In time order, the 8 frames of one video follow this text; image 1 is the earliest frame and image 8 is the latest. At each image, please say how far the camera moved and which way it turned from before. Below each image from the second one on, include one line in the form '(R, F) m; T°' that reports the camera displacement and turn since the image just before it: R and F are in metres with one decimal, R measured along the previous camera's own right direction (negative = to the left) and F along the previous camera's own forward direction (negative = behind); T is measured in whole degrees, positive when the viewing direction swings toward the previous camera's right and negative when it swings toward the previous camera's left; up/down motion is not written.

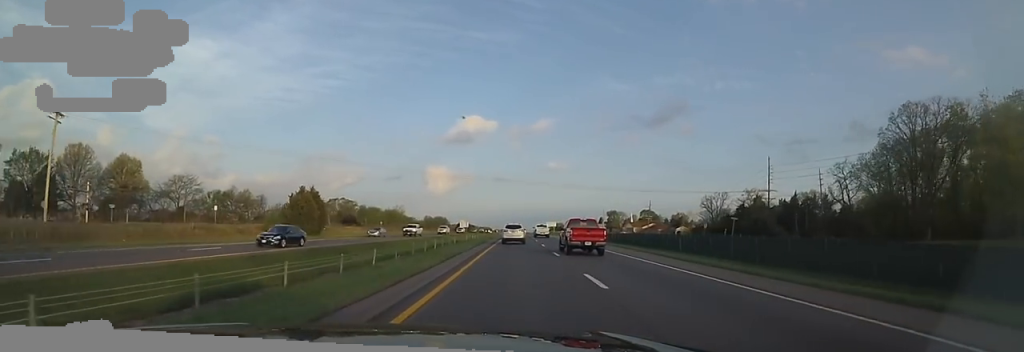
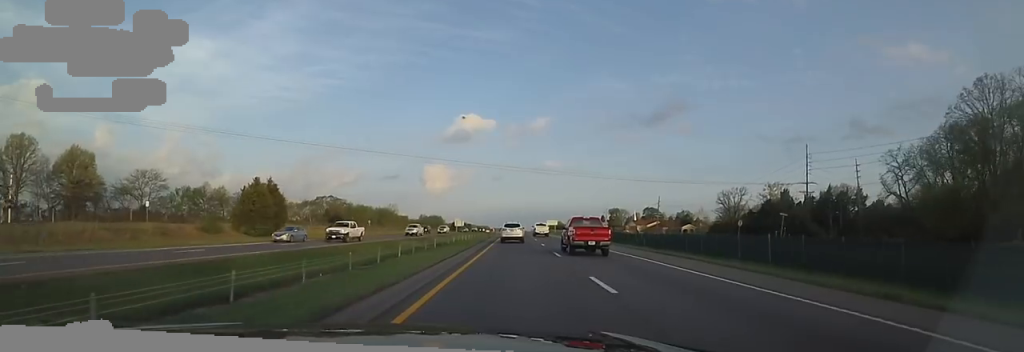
(+0.5, +13.6) m; +1°
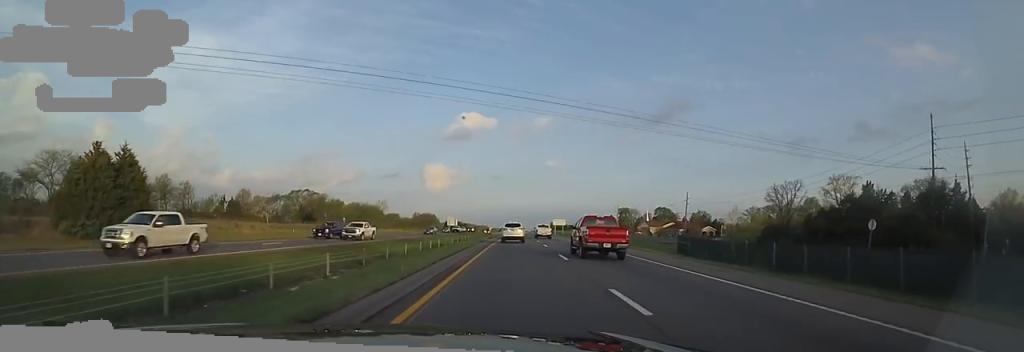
(-0.1, +27.2) m; 0°
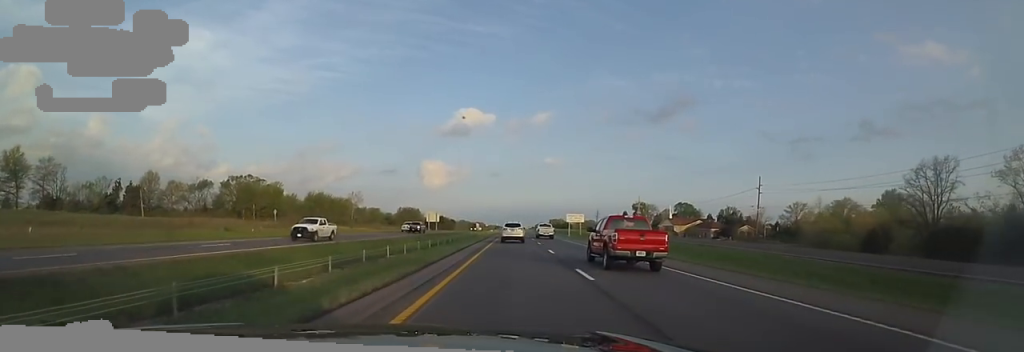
(-0.3, +43.9) m; -3°
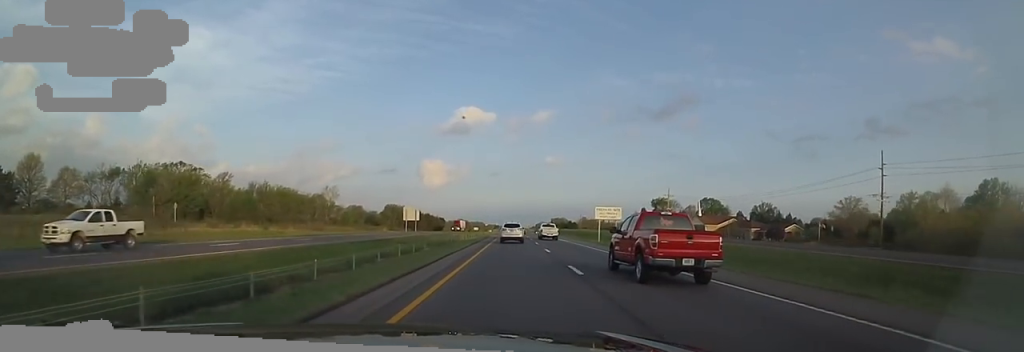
(-0.9, +35.5) m; +1°
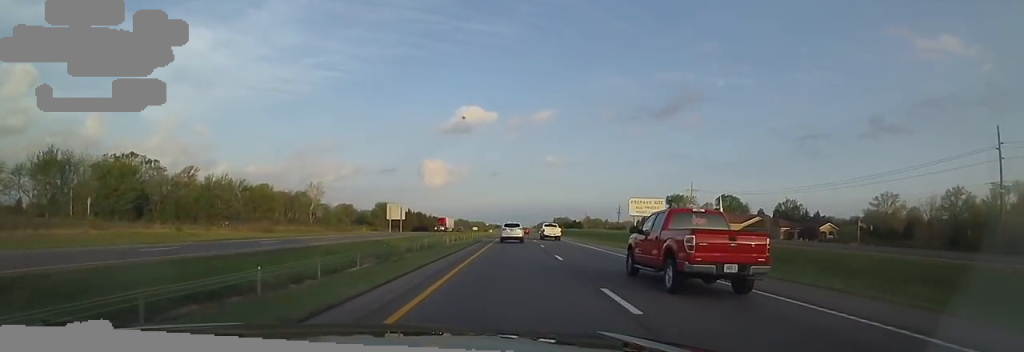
(+0.8, +18.9) m; +2°
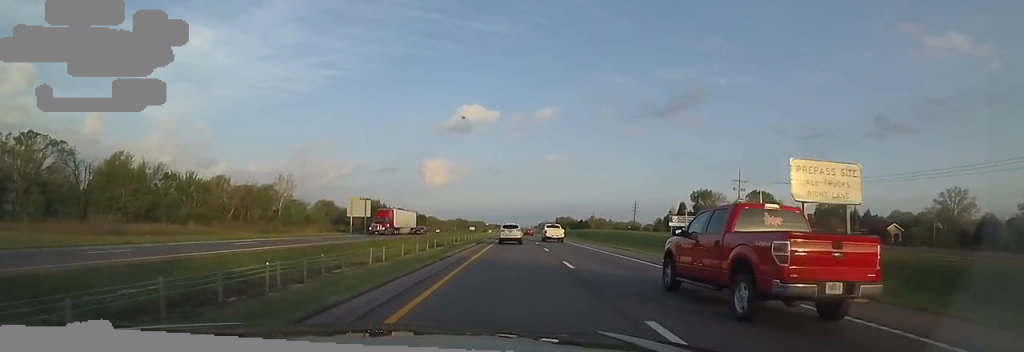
(-0.1, +28.6) m; 0°
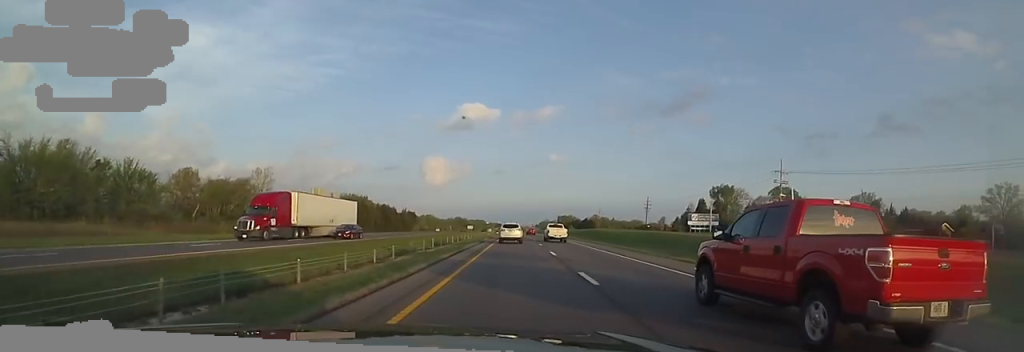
(0.0, +17.0) m; 0°
